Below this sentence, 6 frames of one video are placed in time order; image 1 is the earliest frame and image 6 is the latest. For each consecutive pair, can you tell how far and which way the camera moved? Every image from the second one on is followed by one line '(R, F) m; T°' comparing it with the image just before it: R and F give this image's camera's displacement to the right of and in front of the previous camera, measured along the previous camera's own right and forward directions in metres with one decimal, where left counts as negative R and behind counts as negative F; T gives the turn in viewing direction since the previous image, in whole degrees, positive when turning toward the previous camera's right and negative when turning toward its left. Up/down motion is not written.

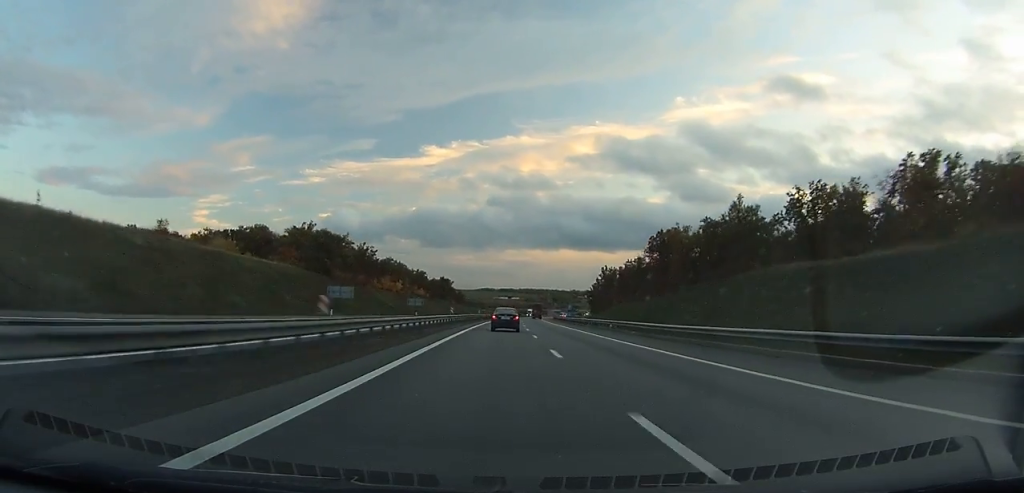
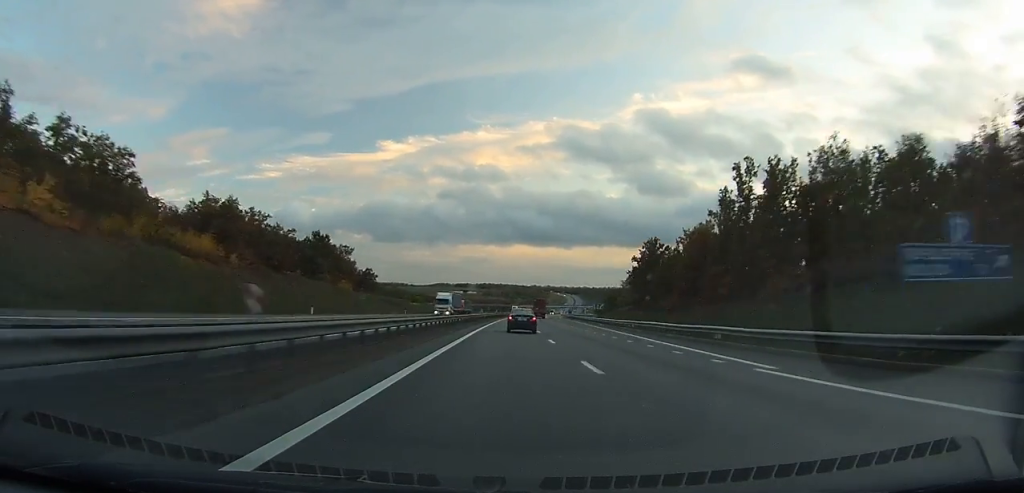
(+5.1, +157.3) m; +4°
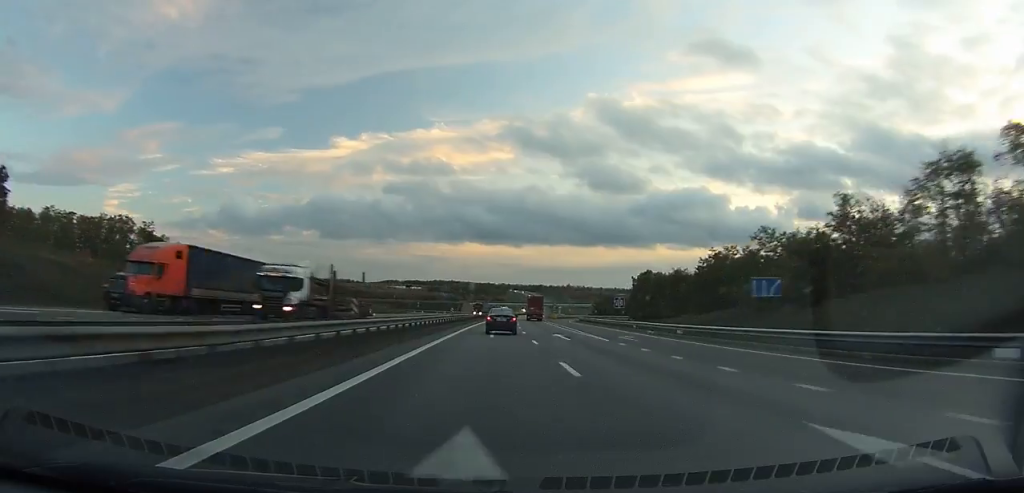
(+5.3, +134.0) m; +4°
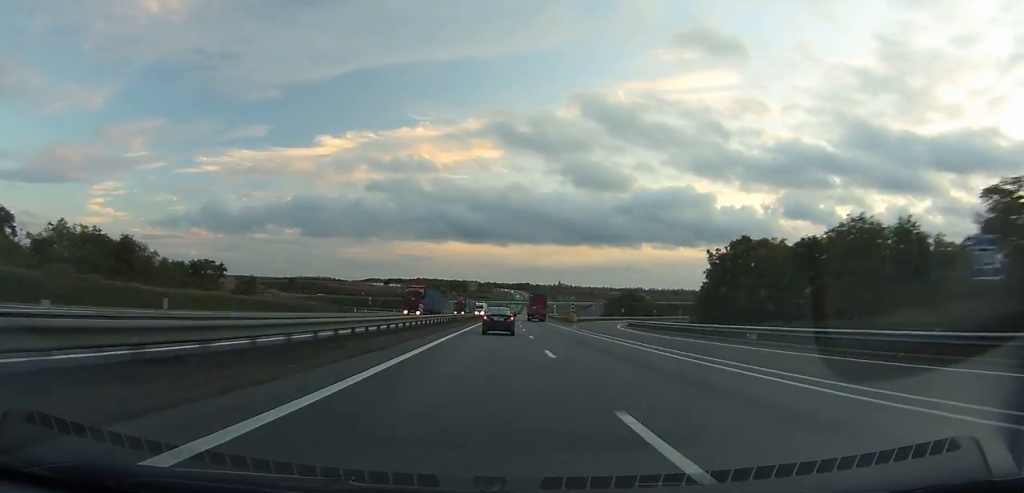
(+0.2, +54.2) m; +1°
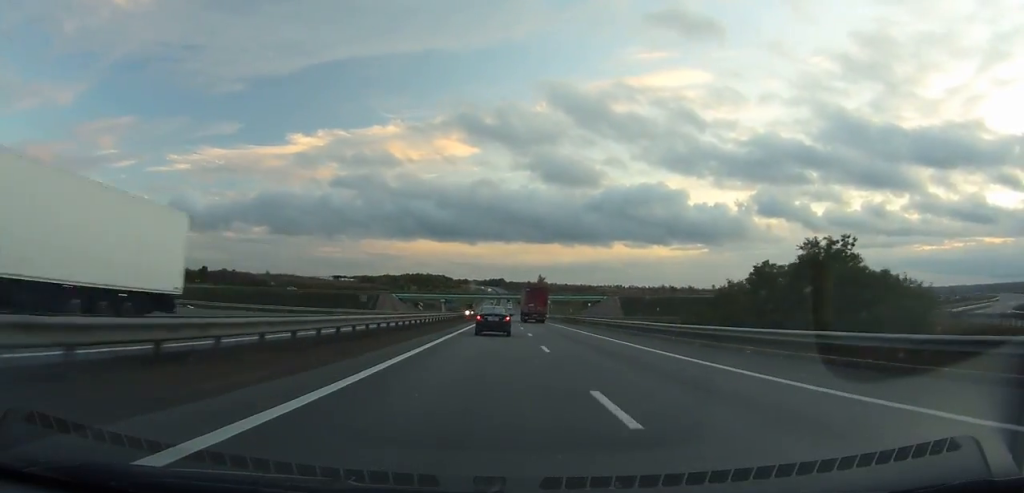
(+3.1, +104.7) m; +3°
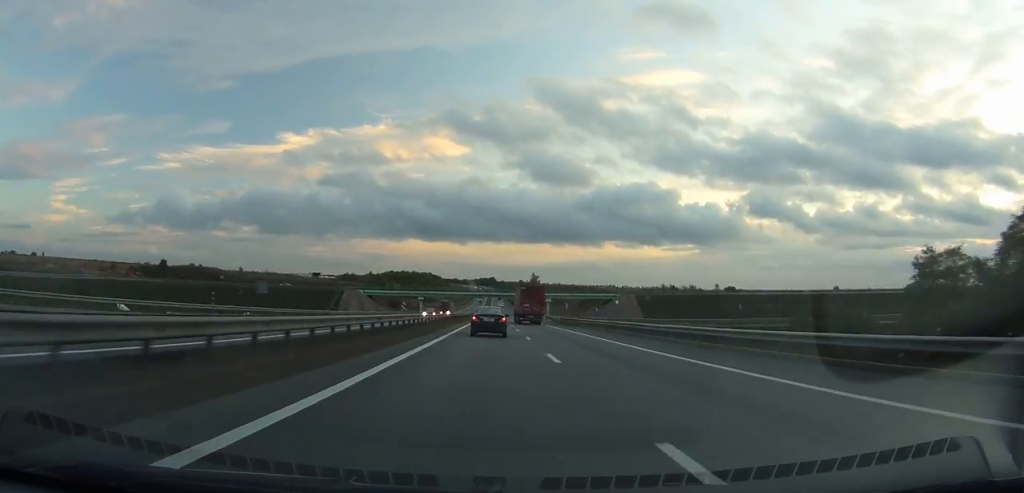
(+0.6, +37.8) m; +1°
